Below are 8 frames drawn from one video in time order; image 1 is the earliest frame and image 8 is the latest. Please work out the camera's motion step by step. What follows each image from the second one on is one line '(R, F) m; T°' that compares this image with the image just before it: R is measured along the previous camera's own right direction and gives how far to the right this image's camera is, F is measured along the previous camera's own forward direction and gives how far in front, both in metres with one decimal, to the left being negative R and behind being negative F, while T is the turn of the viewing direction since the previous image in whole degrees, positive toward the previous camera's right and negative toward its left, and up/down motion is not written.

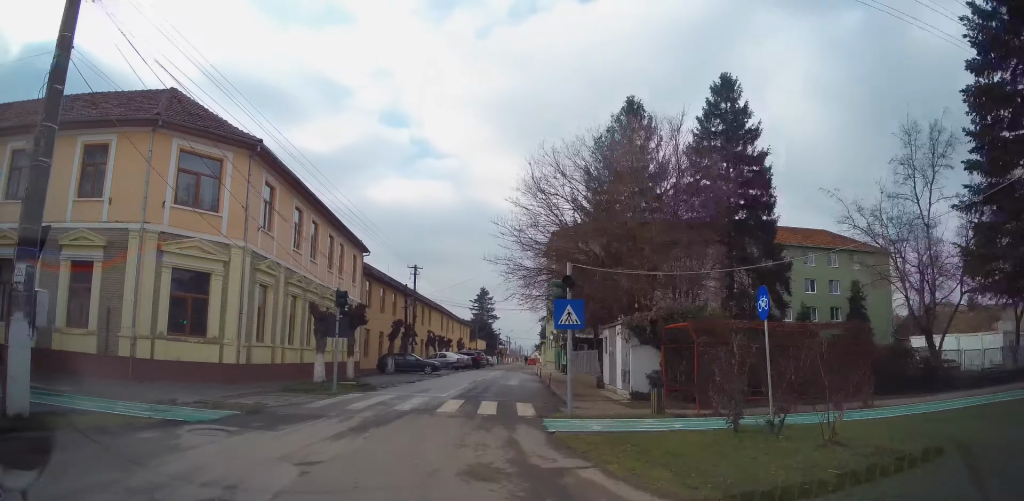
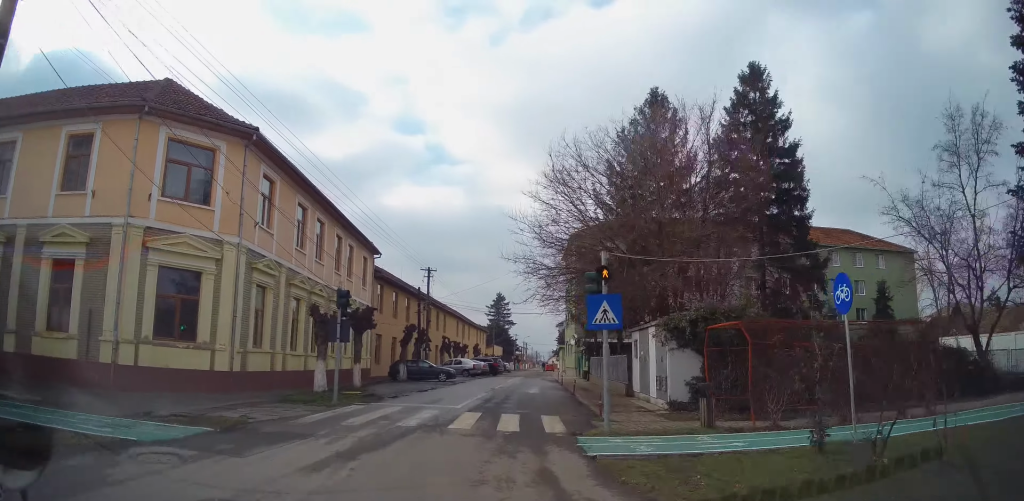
(-0.1, +1.7) m; -3°
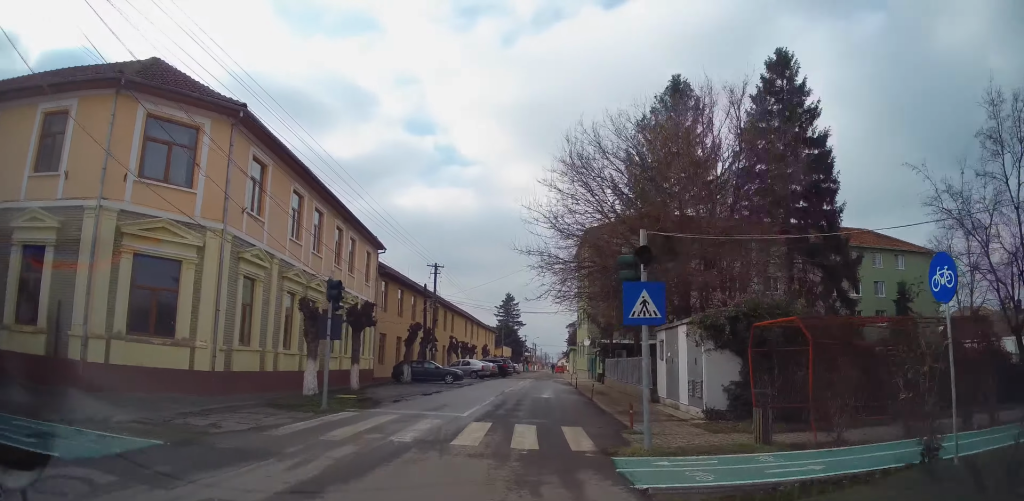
(0.0, +1.9) m; +3°
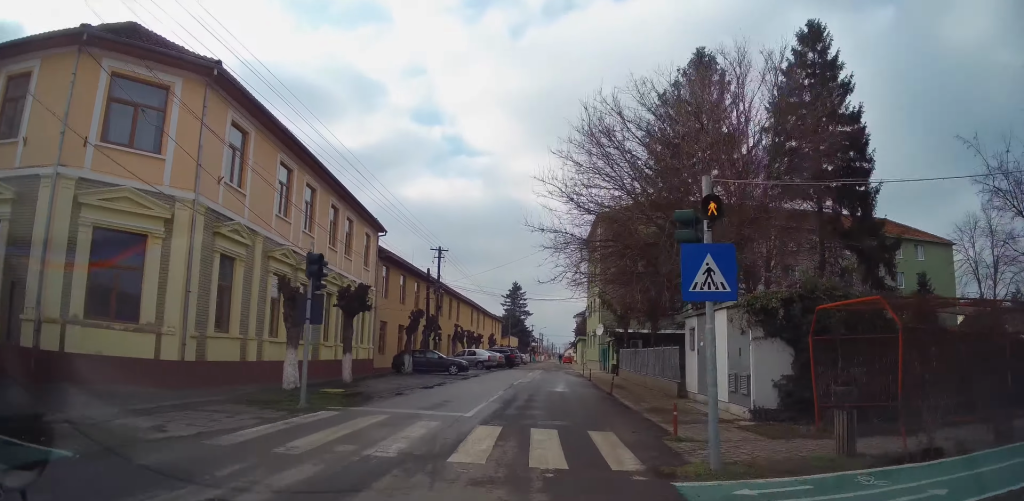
(-0.1, +2.2) m; +3°
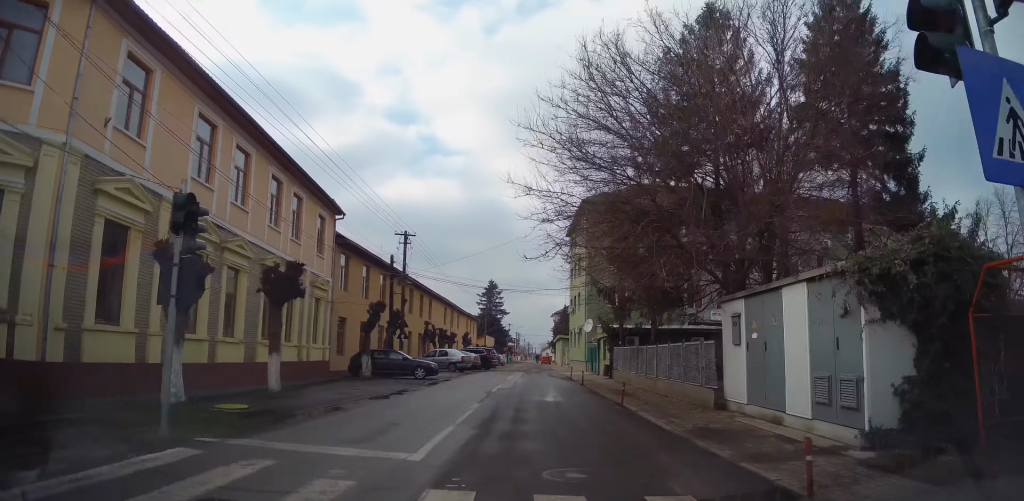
(+0.5, +4.6) m; +6°
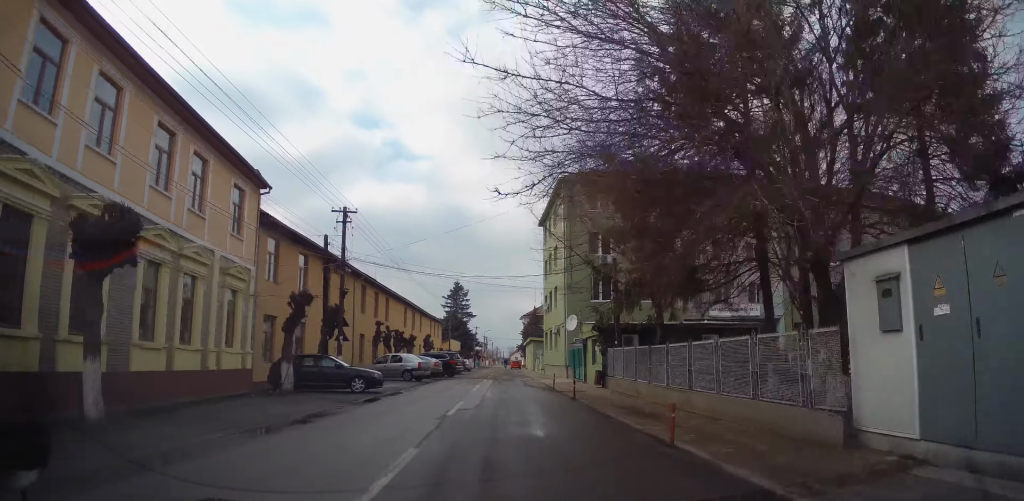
(0.0, +6.0) m; 0°
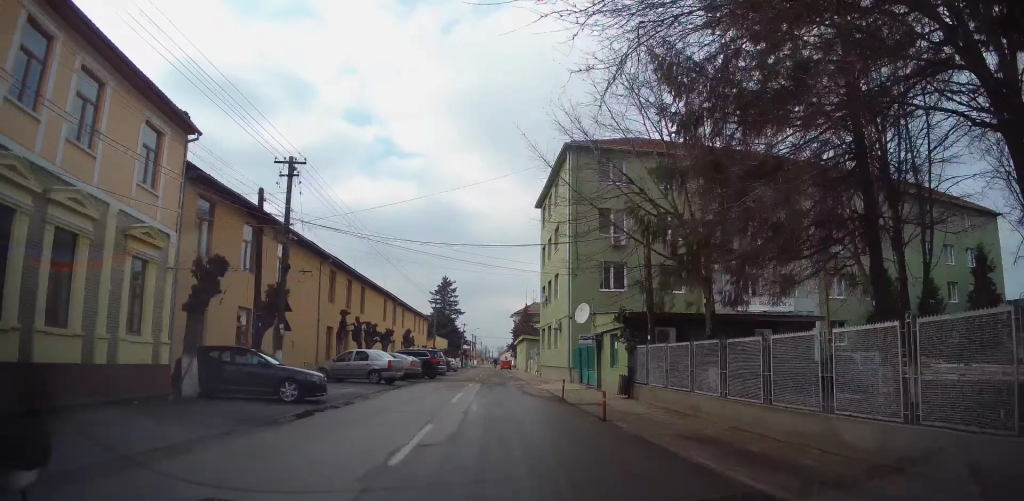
(0.0, +5.6) m; -1°
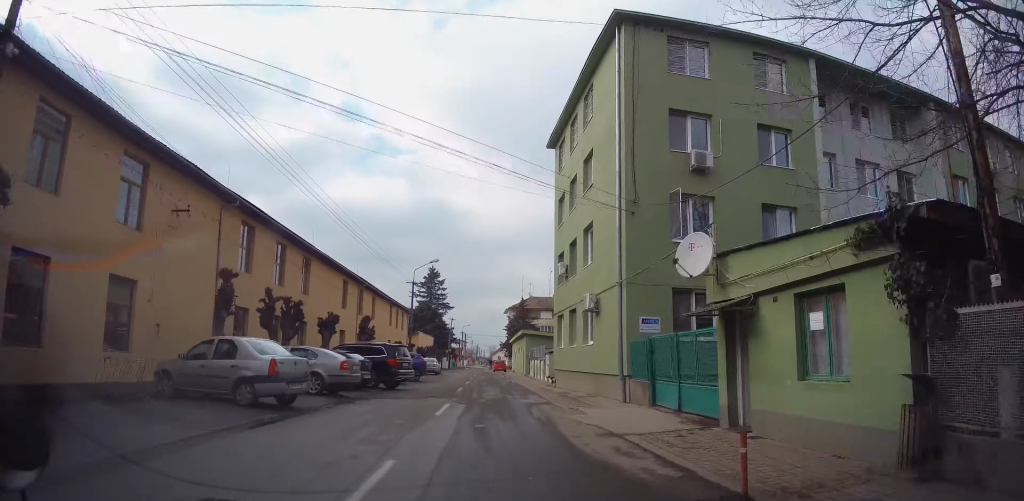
(+0.2, +11.6) m; +7°
